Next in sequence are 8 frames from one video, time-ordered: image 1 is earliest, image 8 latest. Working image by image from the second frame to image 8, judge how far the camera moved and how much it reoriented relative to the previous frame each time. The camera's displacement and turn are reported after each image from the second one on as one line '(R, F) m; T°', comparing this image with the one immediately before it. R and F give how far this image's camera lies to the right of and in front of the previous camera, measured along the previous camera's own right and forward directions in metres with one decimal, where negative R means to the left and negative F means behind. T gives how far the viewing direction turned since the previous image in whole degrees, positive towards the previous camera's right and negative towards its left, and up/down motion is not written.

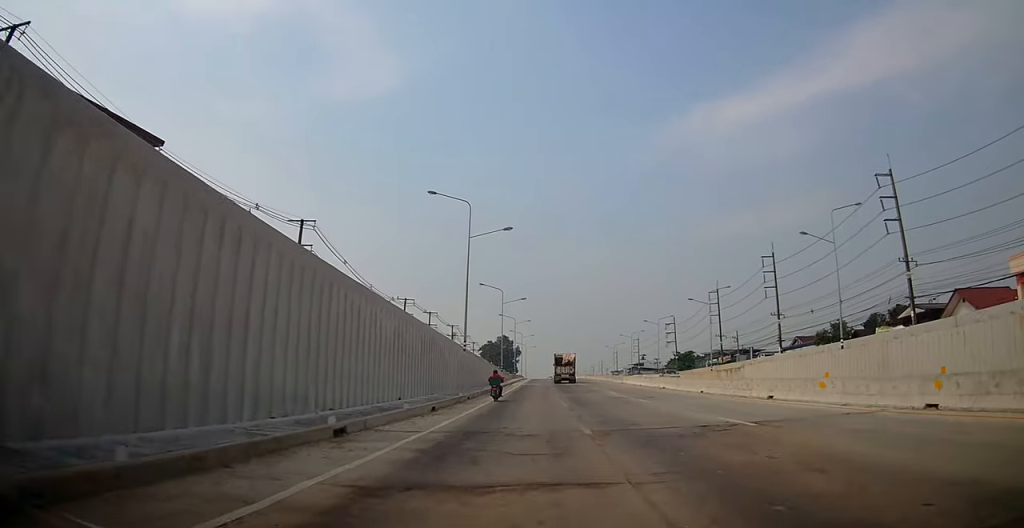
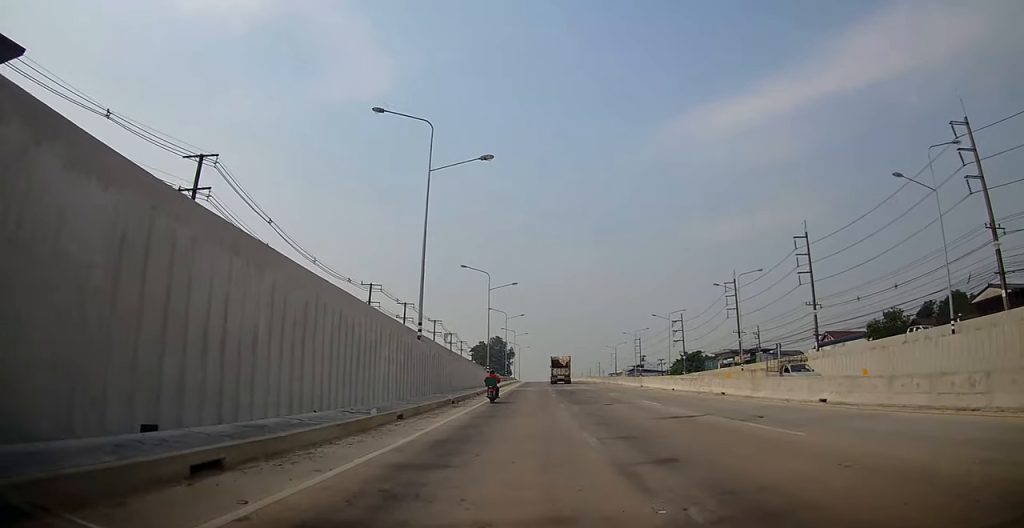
(+0.4, +14.5) m; +1°
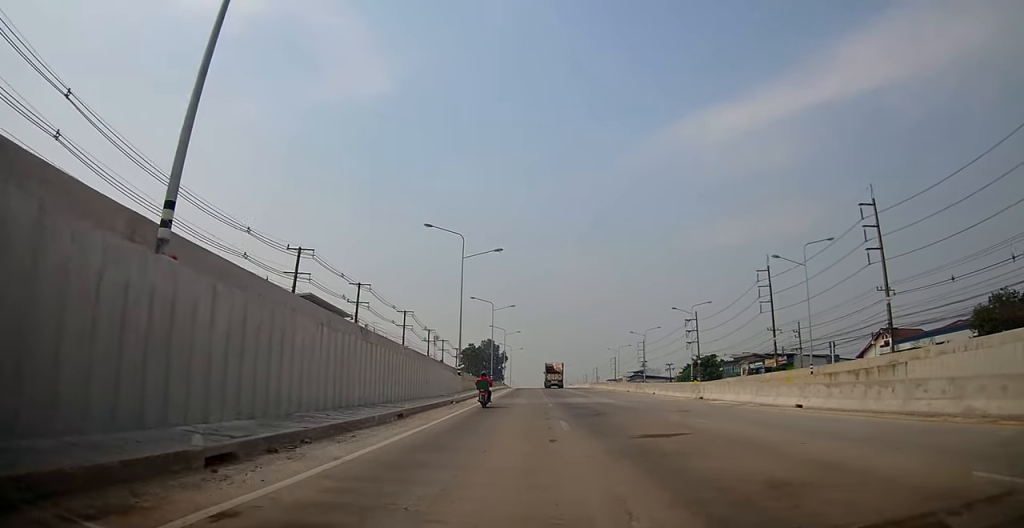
(0.0, +19.0) m; 0°
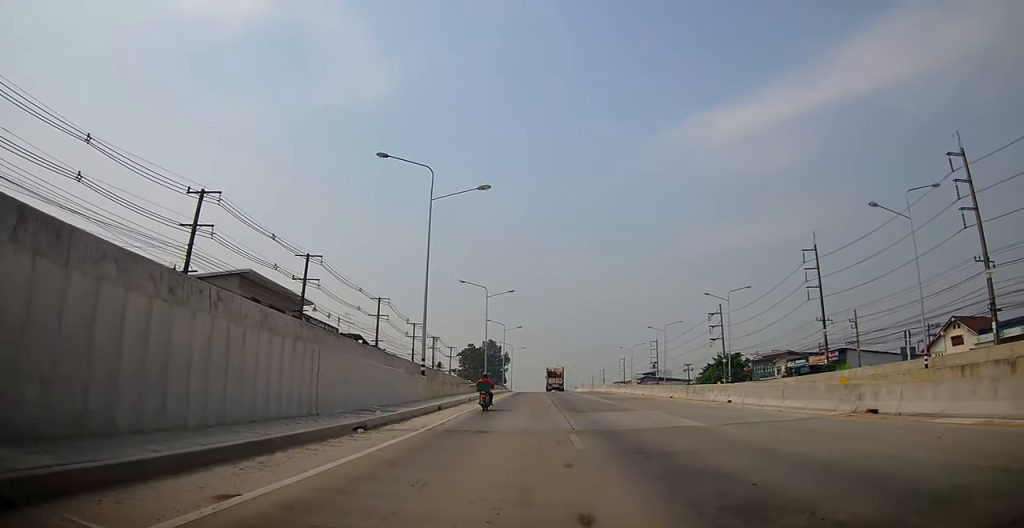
(-0.3, +15.3) m; -4°
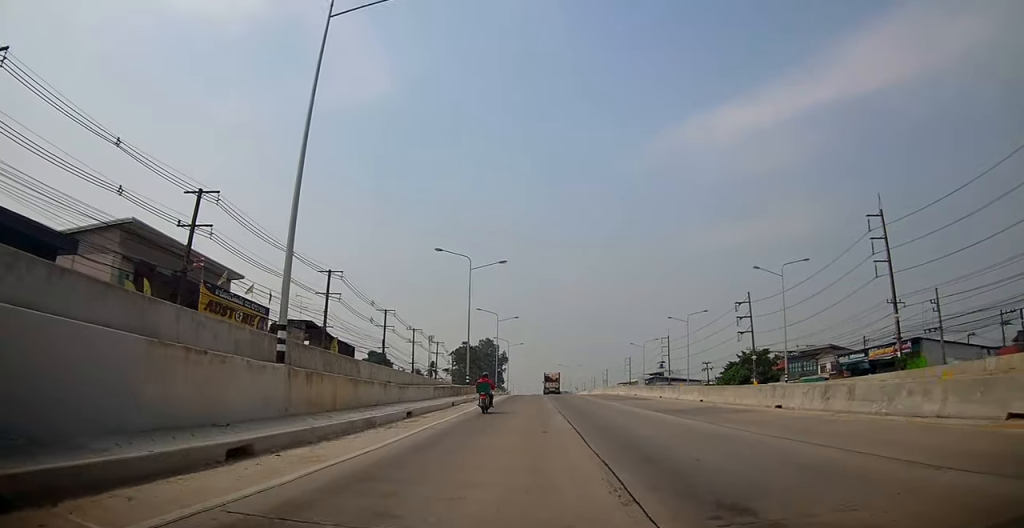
(-0.7, +16.6) m; +1°
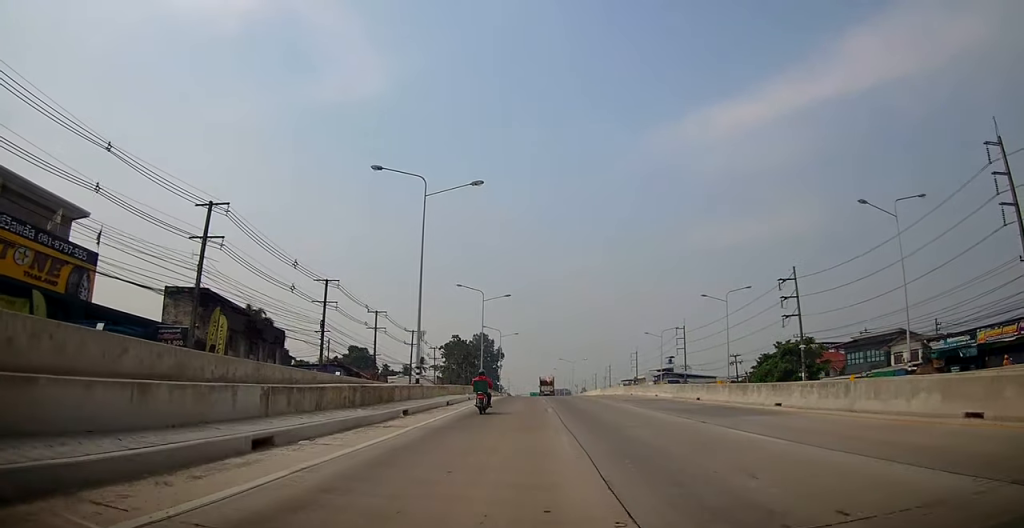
(+0.8, +20.9) m; +1°
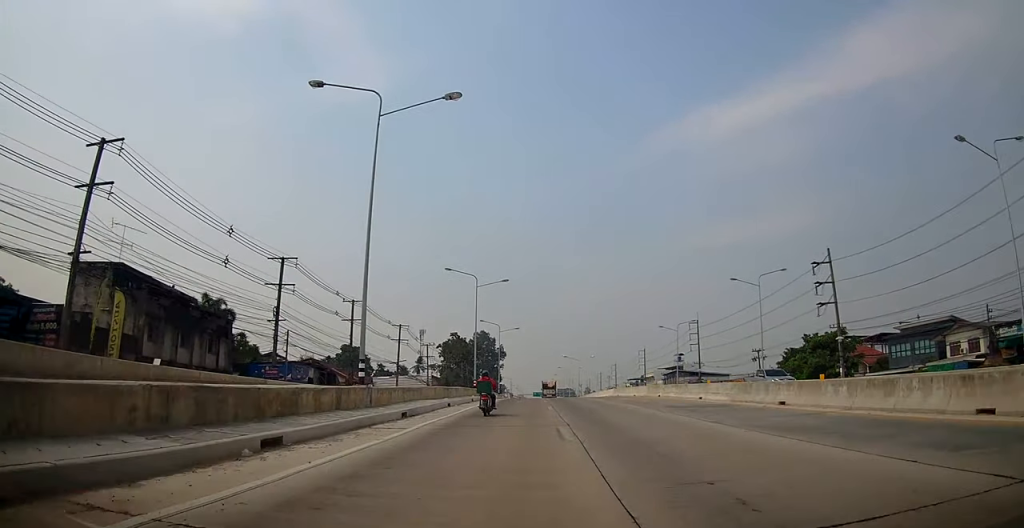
(-0.3, +11.0) m; +1°
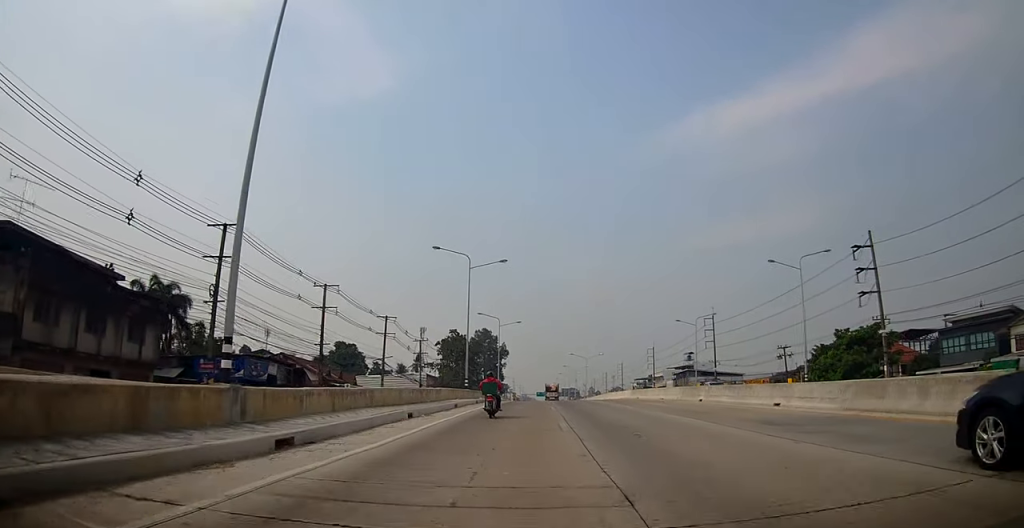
(+0.7, +10.7) m; +1°
